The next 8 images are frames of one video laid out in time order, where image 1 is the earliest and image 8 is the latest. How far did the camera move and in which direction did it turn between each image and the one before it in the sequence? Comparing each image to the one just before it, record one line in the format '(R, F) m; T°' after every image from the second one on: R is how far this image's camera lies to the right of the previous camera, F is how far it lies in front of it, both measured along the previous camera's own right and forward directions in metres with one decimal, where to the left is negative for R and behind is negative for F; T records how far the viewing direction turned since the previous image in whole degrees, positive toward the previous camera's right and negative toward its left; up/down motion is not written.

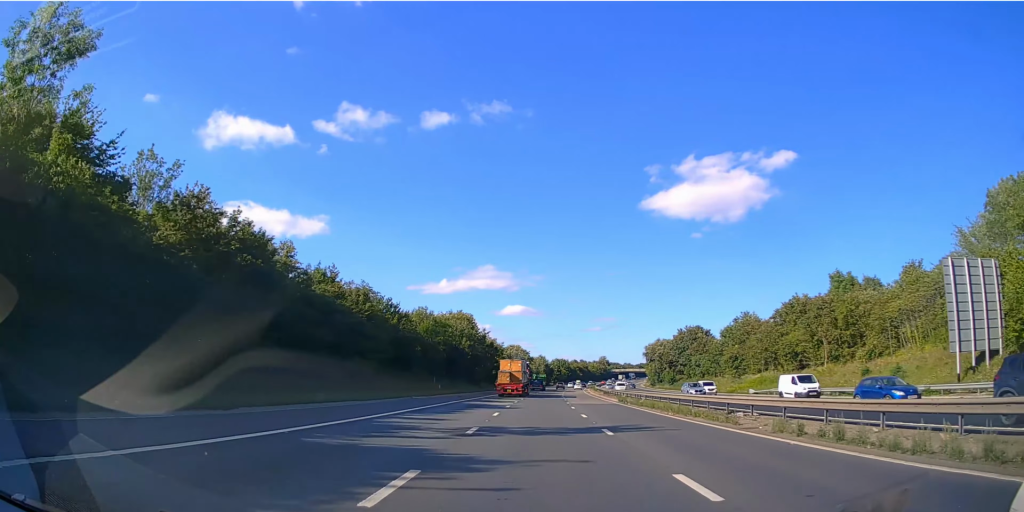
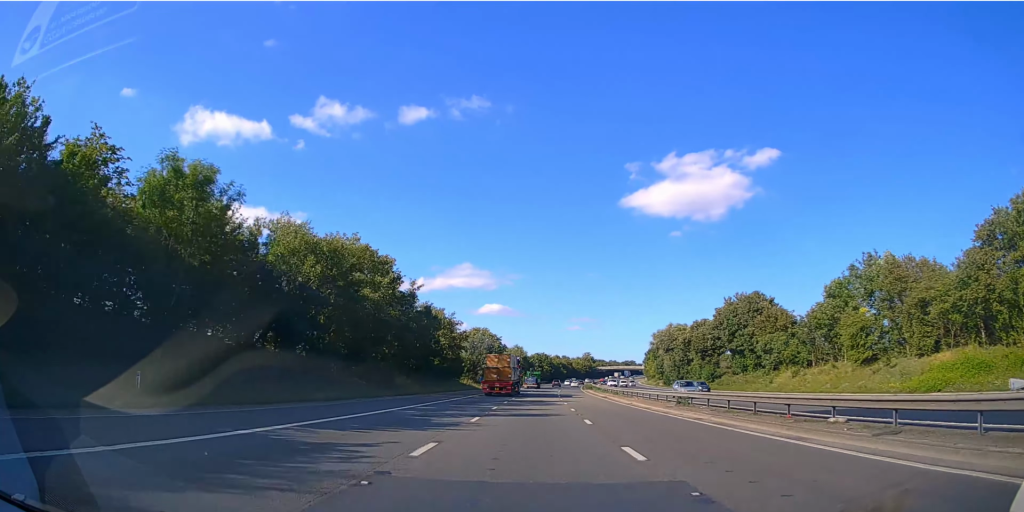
(+1.0, +49.7) m; +2°
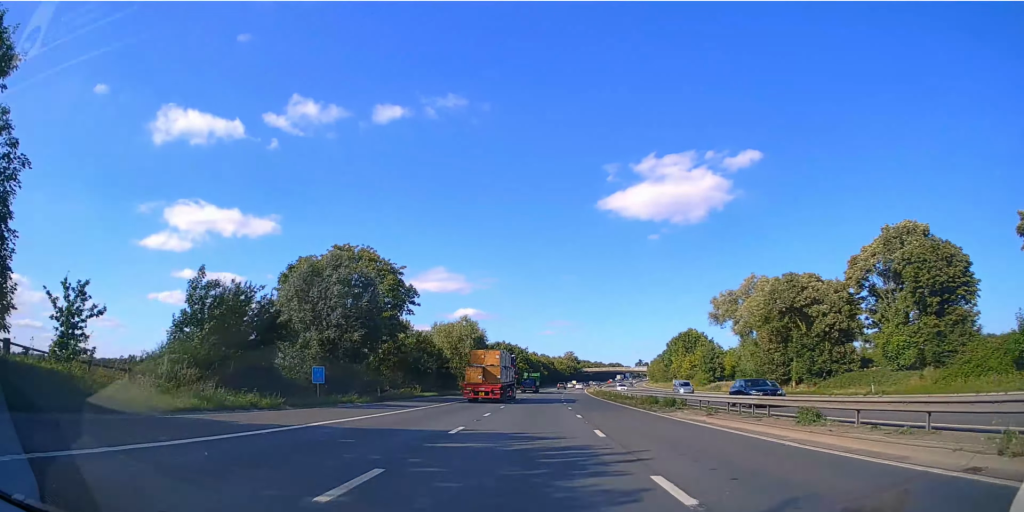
(+2.0, +74.9) m; +3°
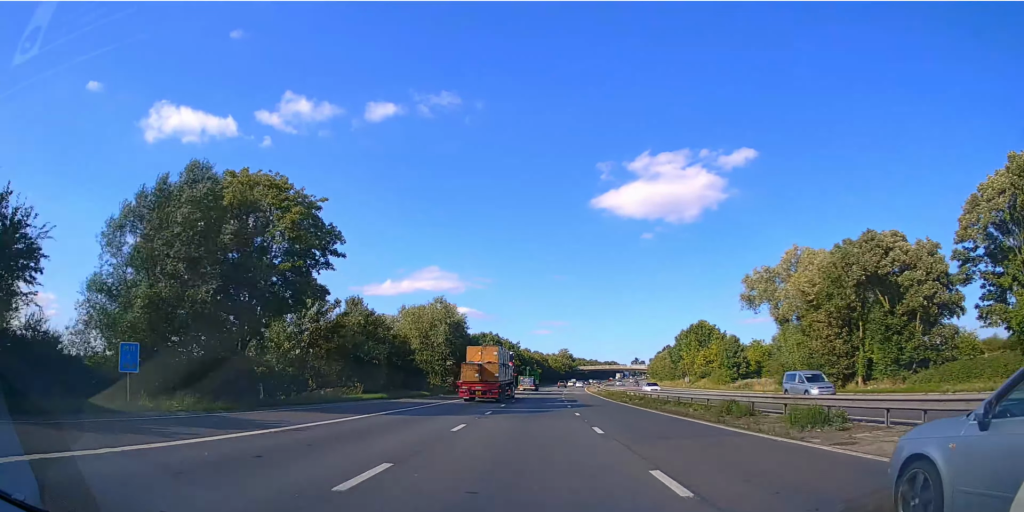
(+0.1, +17.6) m; 0°
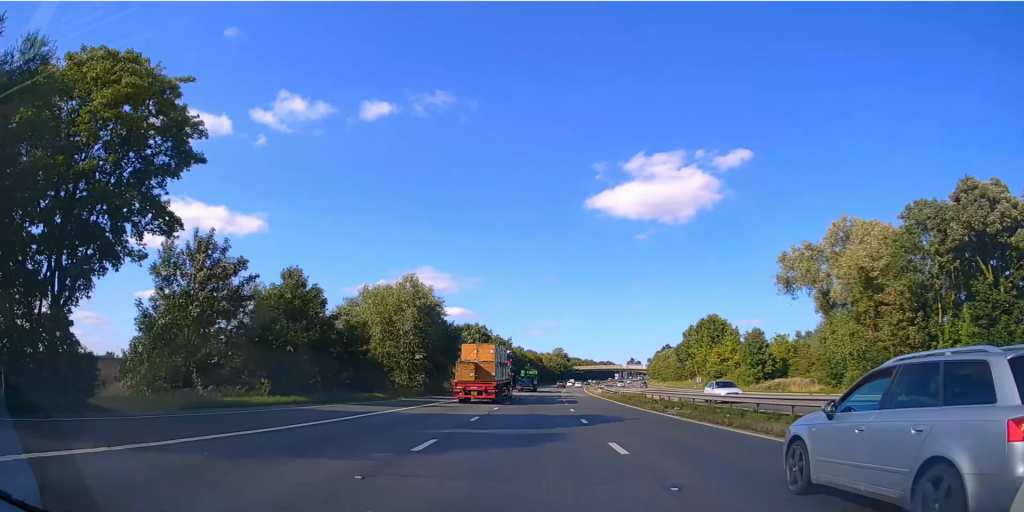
(0.0, +13.9) m; 0°
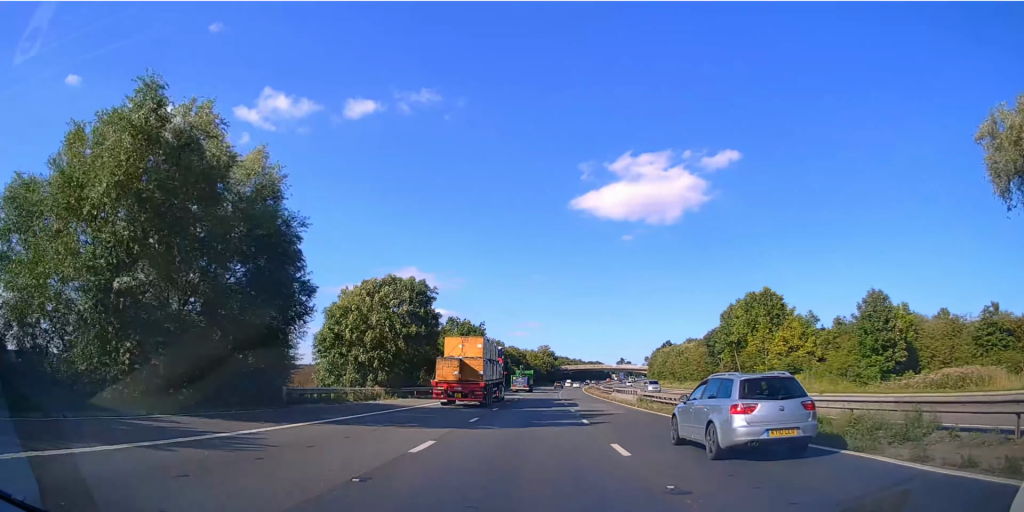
(+0.3, +36.6) m; +1°
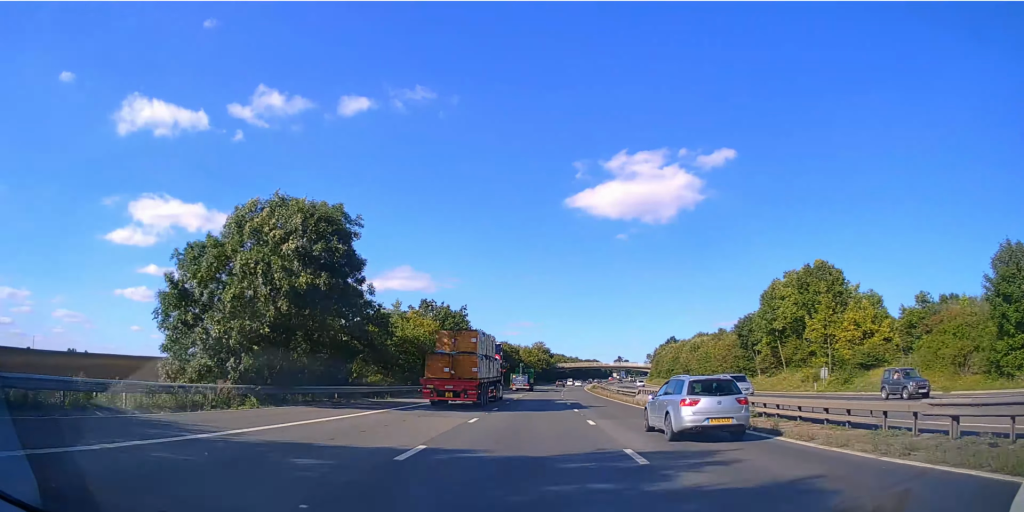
(+0.2, +19.7) m; +1°
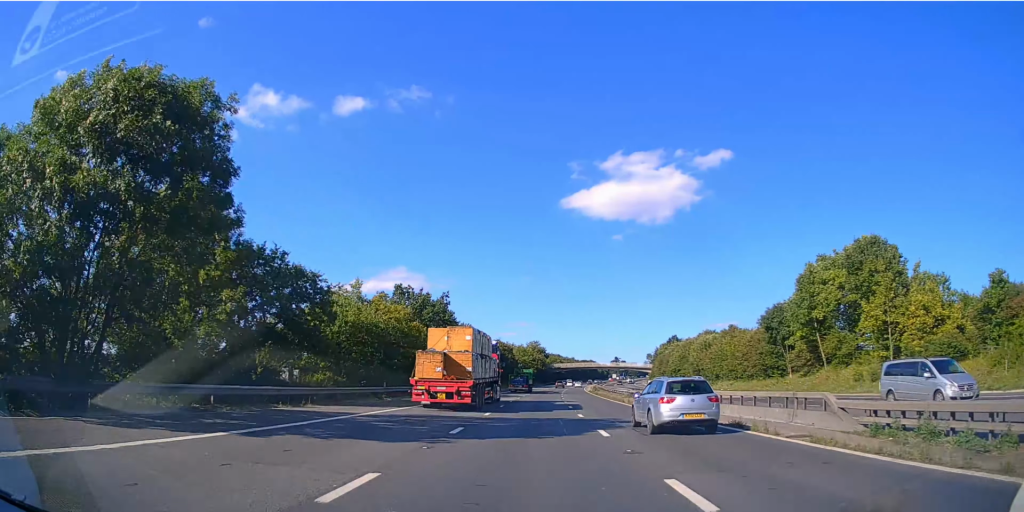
(0.0, +12.8) m; 0°
